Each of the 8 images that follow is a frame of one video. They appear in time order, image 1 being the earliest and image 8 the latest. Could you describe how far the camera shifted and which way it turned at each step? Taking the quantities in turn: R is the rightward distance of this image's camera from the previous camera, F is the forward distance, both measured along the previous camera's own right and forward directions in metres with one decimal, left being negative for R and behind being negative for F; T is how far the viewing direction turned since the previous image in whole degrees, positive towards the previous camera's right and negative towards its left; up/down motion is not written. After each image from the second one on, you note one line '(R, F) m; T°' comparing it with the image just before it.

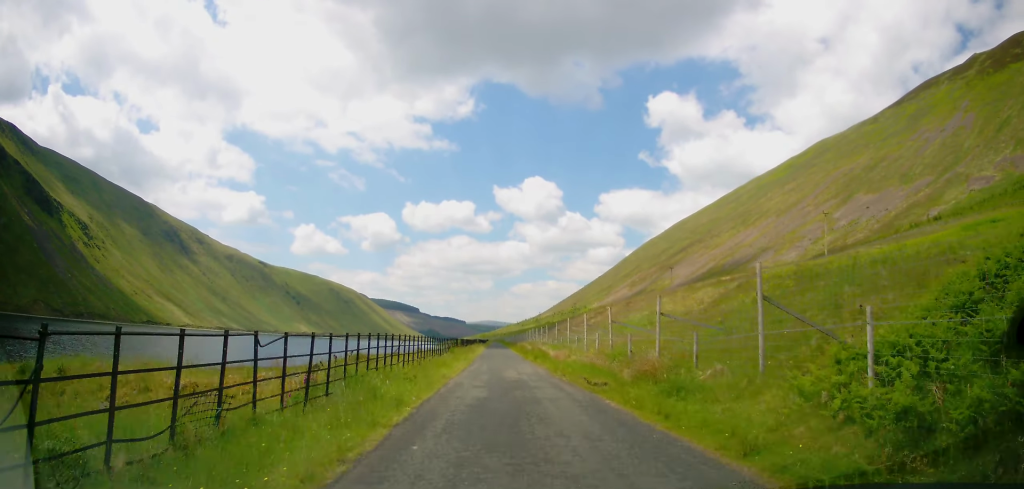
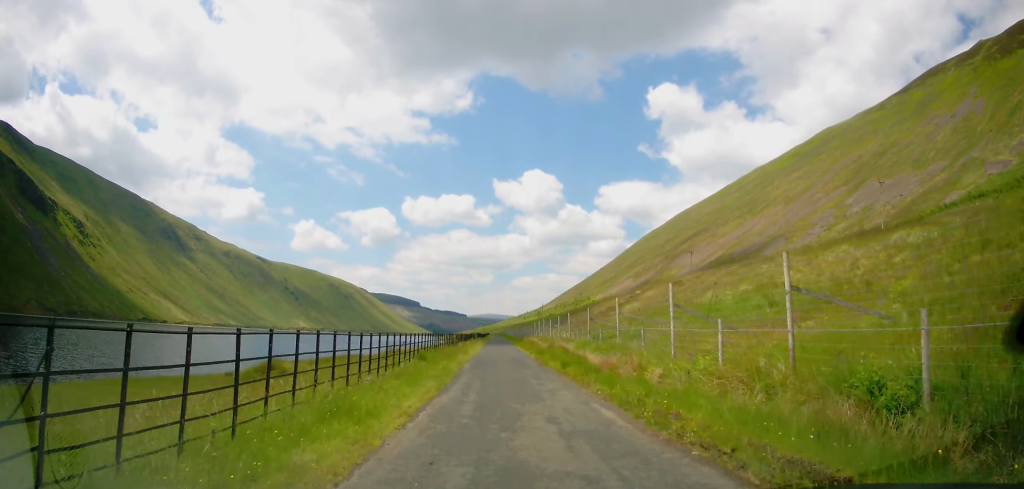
(-0.4, +13.6) m; -1°
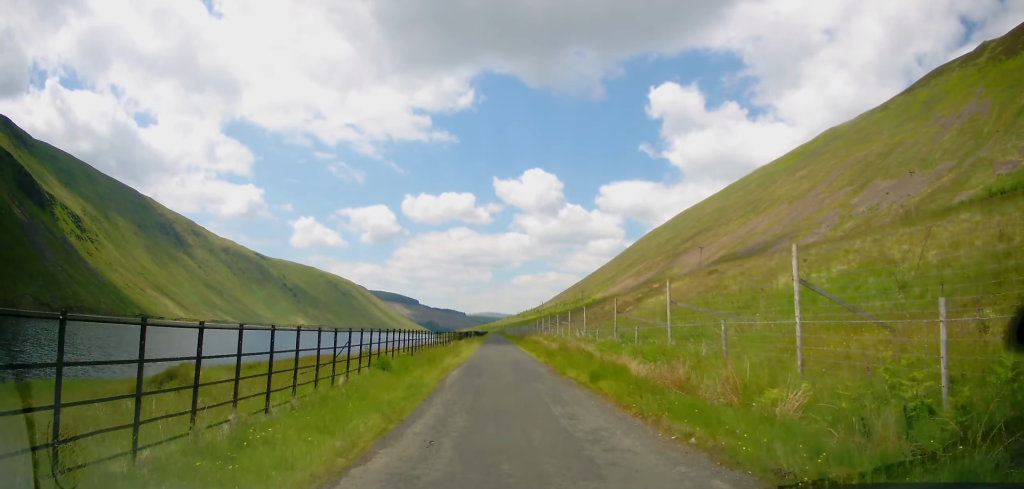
(0.0, +6.3) m; 0°
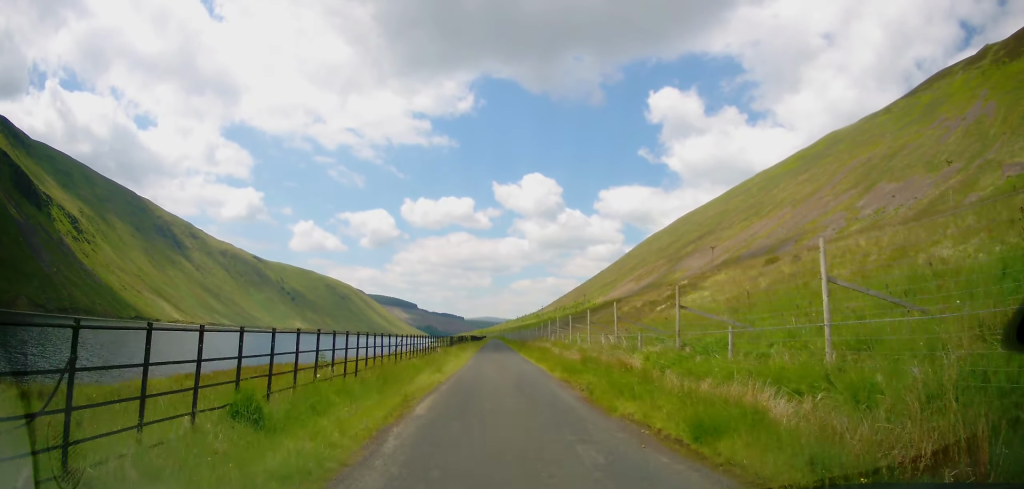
(0.0, +7.2) m; 0°
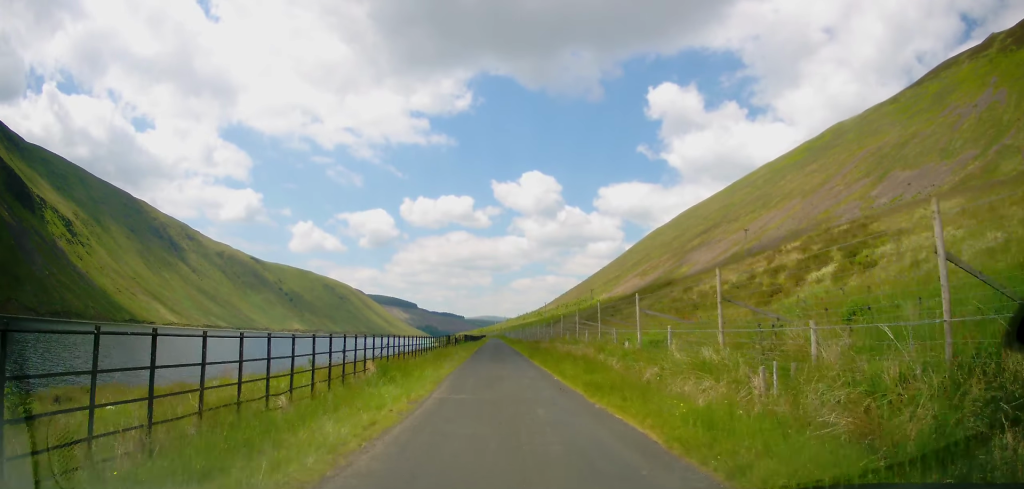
(0.0, +15.3) m; 0°
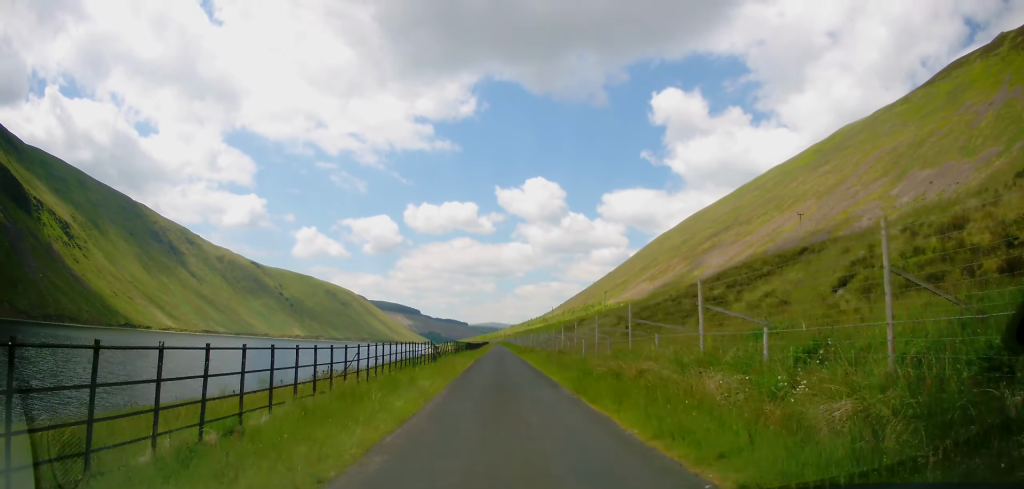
(+0.1, +17.8) m; 0°
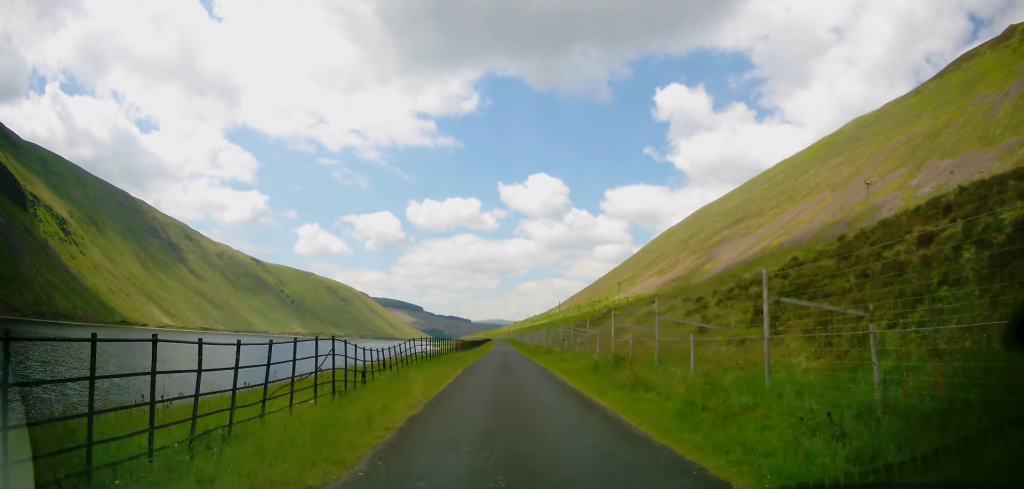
(-0.1, +16.0) m; -1°
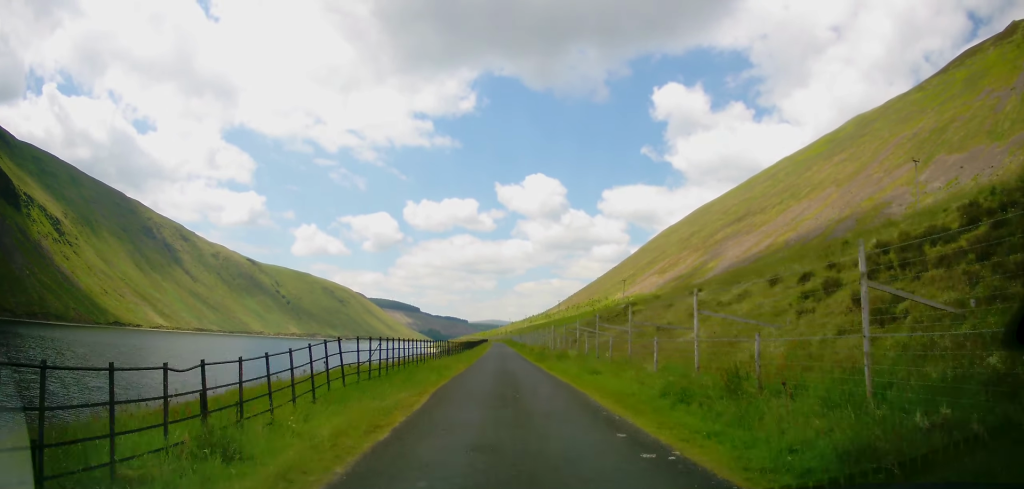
(-0.1, +9.8) m; 0°
